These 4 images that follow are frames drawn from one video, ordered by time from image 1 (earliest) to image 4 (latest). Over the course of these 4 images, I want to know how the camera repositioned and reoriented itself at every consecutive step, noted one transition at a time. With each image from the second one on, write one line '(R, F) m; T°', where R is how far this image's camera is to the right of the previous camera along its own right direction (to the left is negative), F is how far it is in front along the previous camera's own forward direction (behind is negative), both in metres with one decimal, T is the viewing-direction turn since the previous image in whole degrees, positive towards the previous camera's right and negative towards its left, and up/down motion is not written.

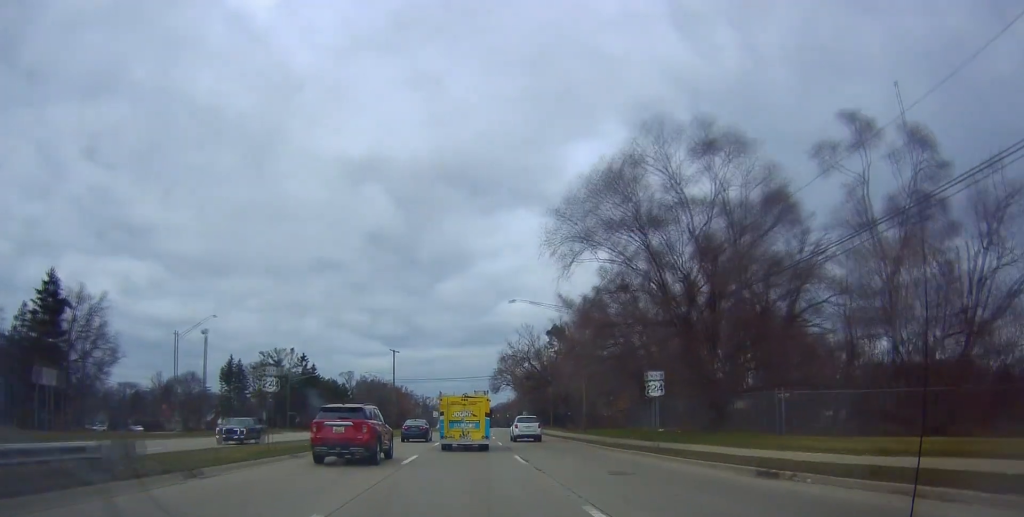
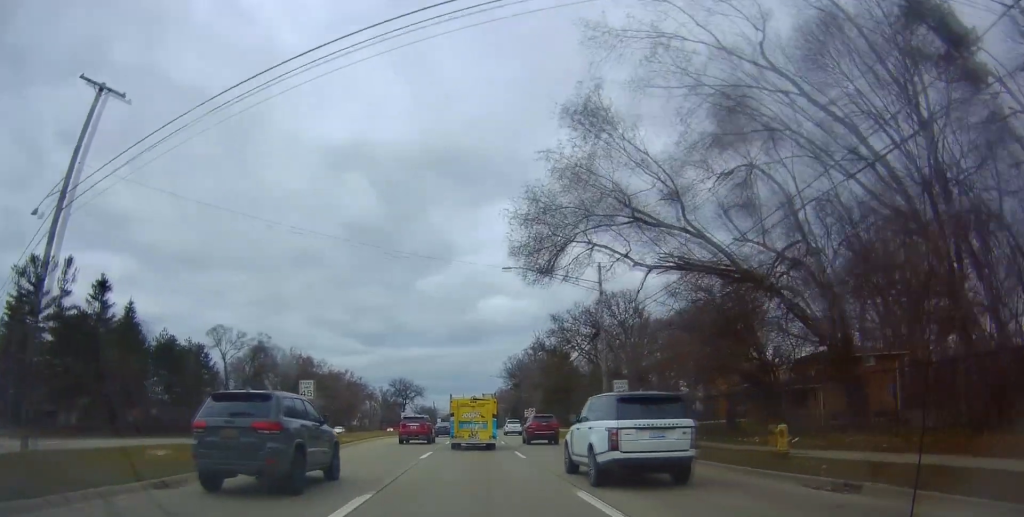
(-1.7, +77.9) m; -1°
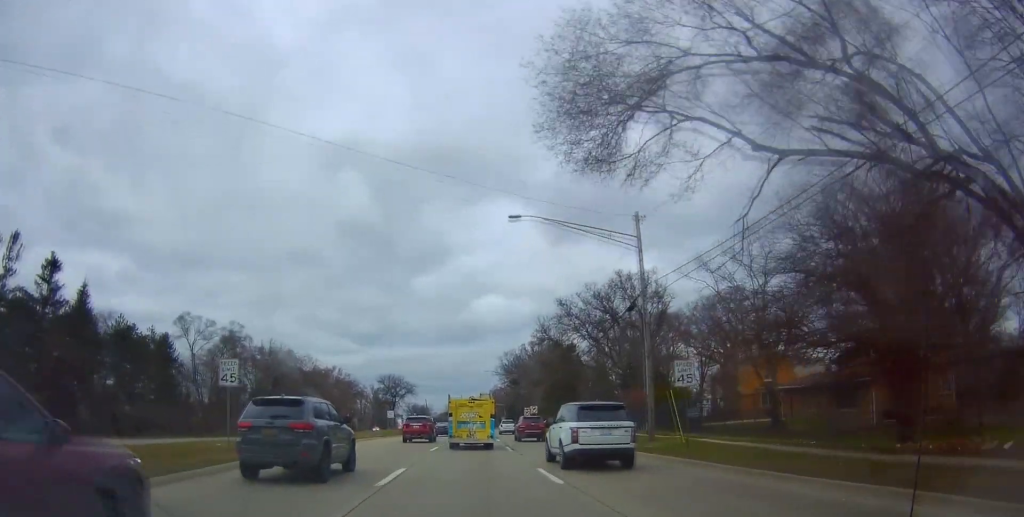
(-0.3, +9.9) m; +1°
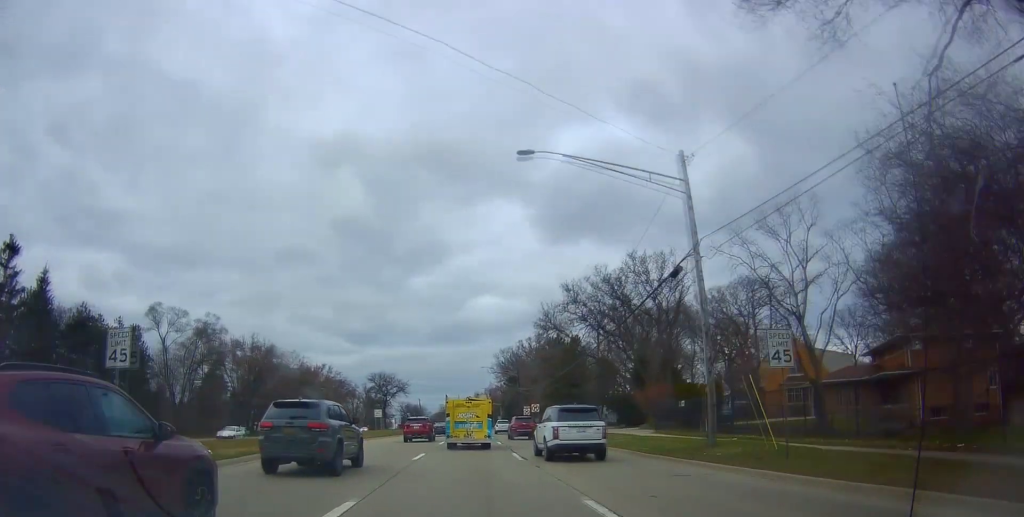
(-0.1, +7.3) m; +1°
